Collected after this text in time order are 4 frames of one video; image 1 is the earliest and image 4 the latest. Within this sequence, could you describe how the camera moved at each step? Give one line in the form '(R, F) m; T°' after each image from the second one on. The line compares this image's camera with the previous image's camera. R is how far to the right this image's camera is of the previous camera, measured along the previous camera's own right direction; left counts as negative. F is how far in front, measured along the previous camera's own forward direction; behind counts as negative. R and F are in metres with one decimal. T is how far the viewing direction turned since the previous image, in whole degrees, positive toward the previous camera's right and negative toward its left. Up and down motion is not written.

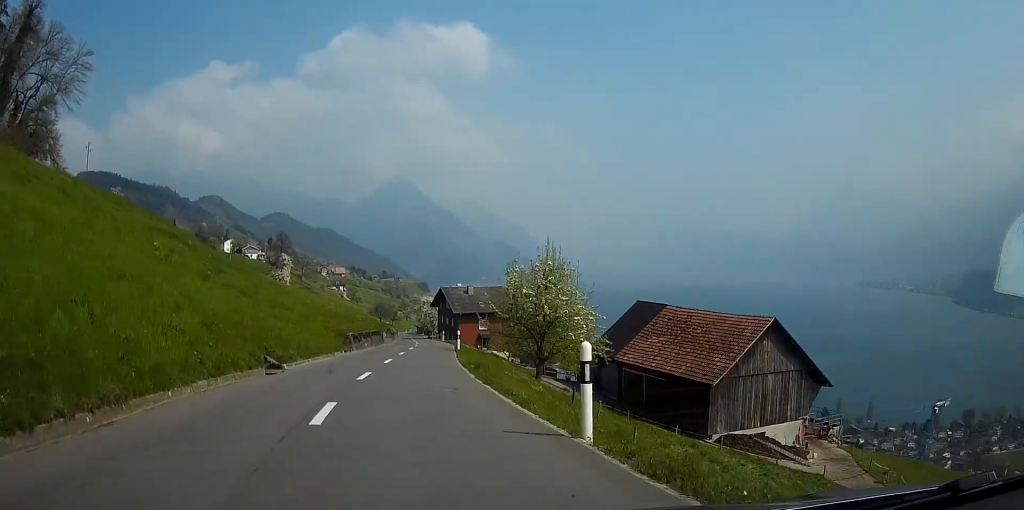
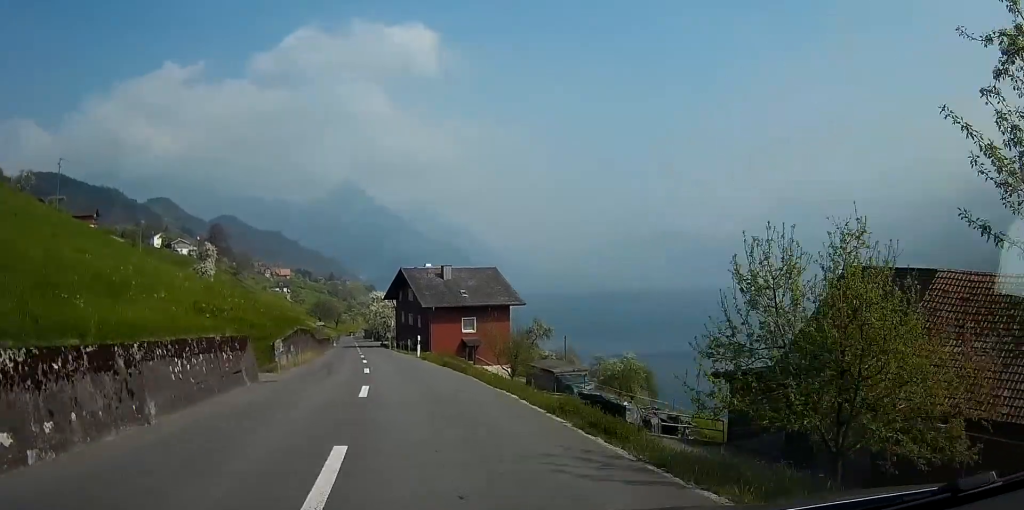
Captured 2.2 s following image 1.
(+1.1, +40.7) m; +3°
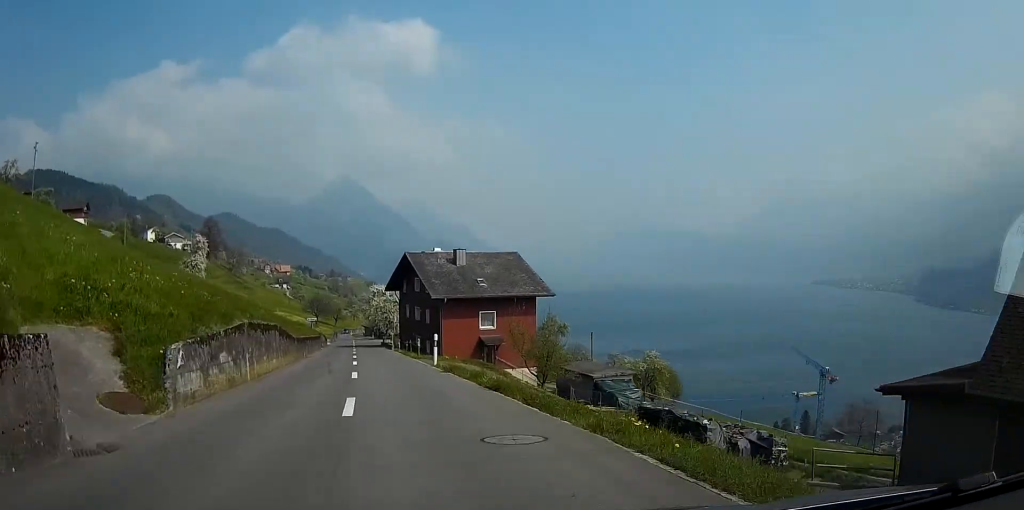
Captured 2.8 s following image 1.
(+0.2, +12.3) m; 0°
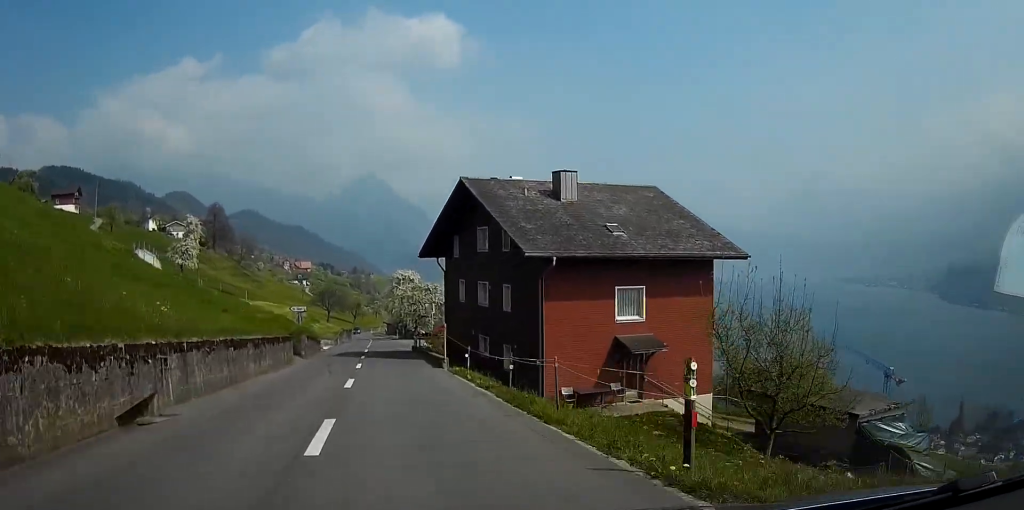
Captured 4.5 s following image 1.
(-0.3, +30.5) m; -1°
